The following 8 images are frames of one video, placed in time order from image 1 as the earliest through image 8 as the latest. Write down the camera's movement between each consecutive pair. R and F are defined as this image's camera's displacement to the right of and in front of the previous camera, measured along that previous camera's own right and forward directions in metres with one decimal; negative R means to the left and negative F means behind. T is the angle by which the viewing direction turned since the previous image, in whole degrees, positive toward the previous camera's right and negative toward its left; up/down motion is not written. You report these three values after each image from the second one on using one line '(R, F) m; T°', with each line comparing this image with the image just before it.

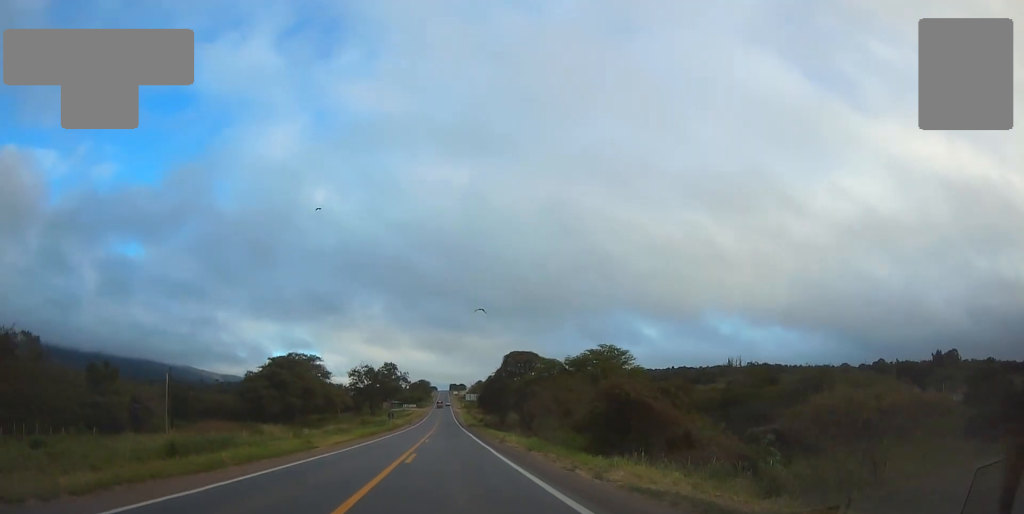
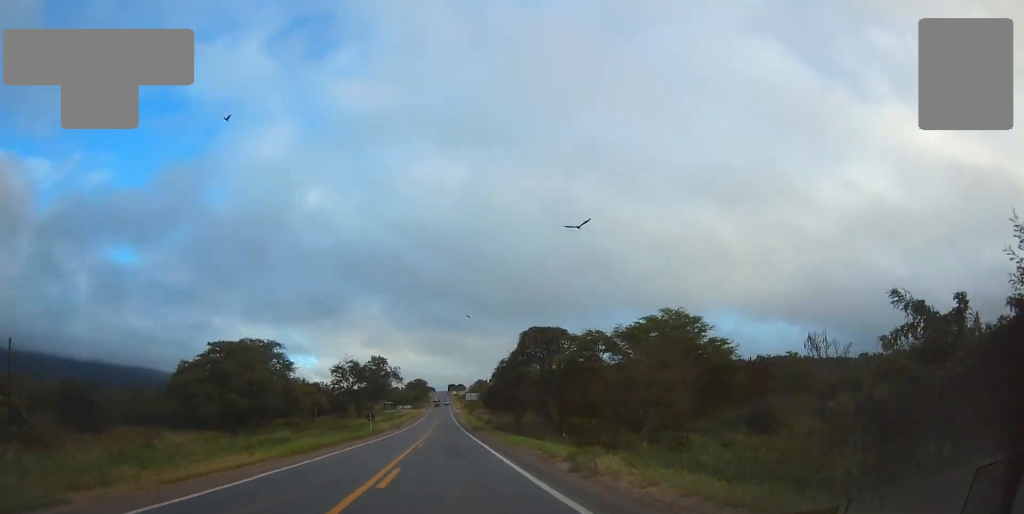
(+0.1, +22.1) m; 0°
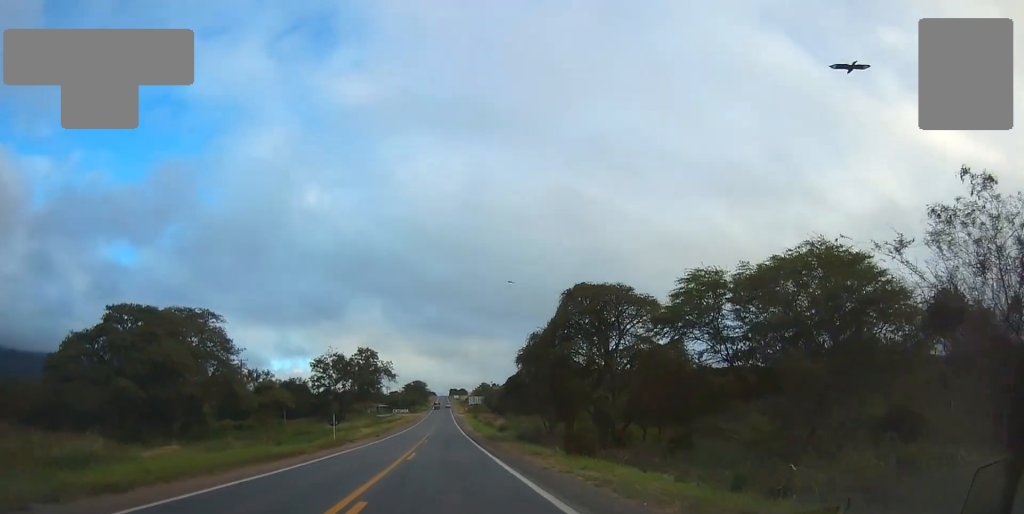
(+0.1, +22.3) m; 0°
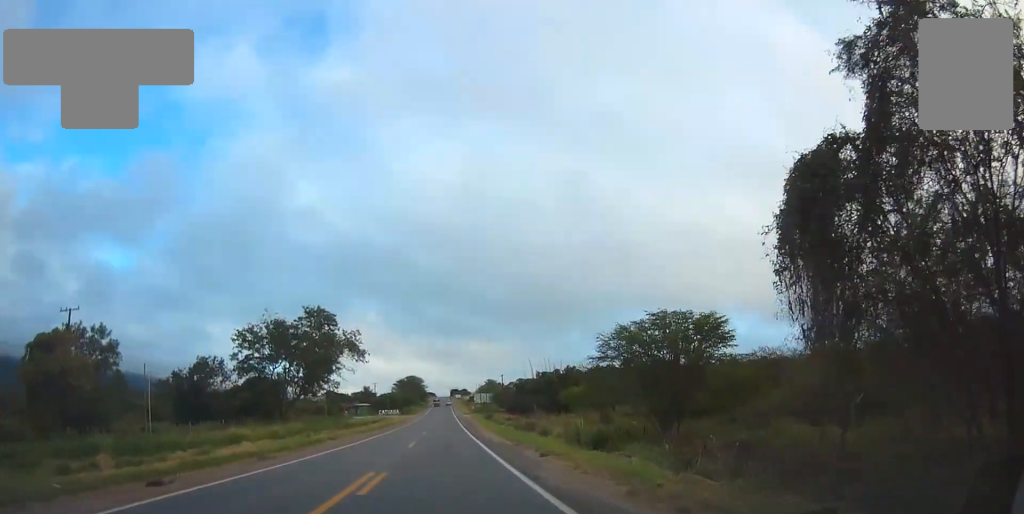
(-0.1, +43.3) m; 0°
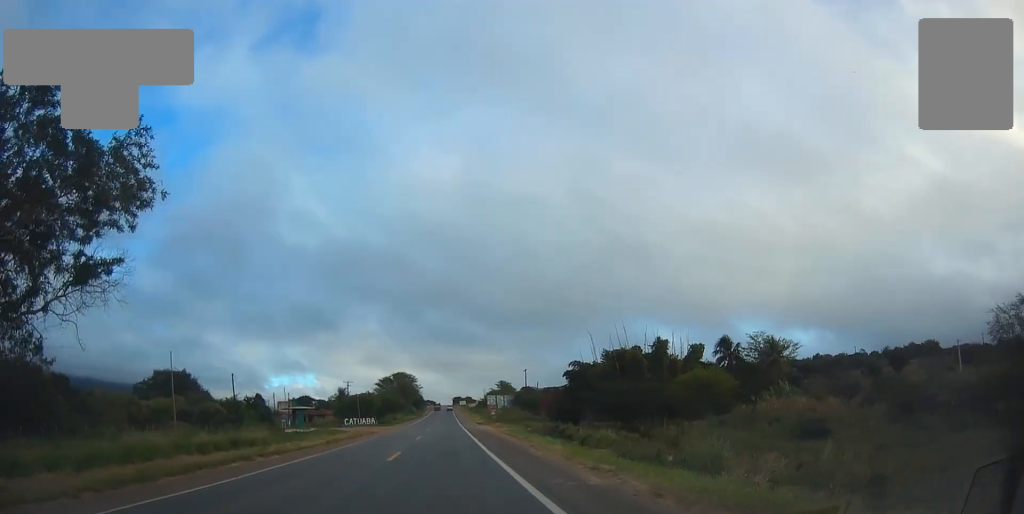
(-0.4, +56.4) m; -1°
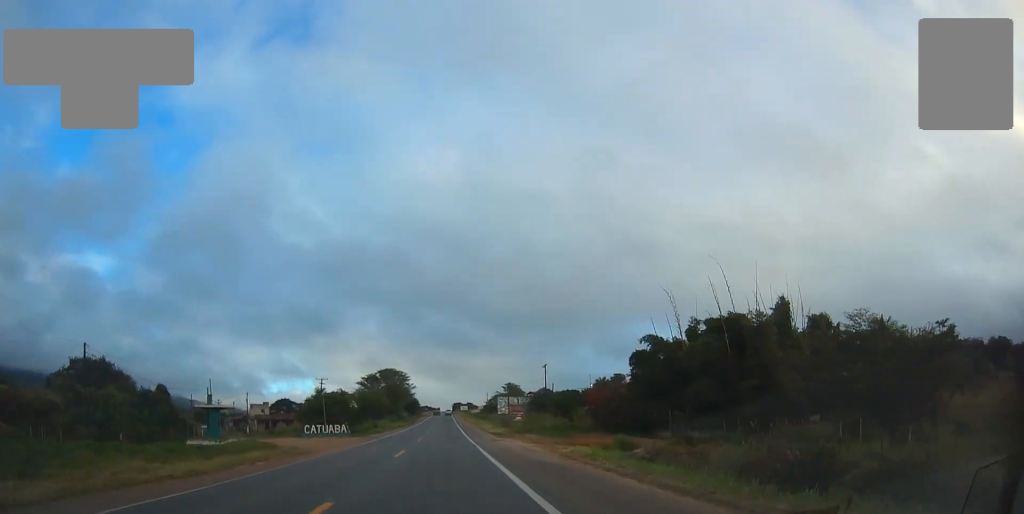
(0.0, +29.5) m; +1°
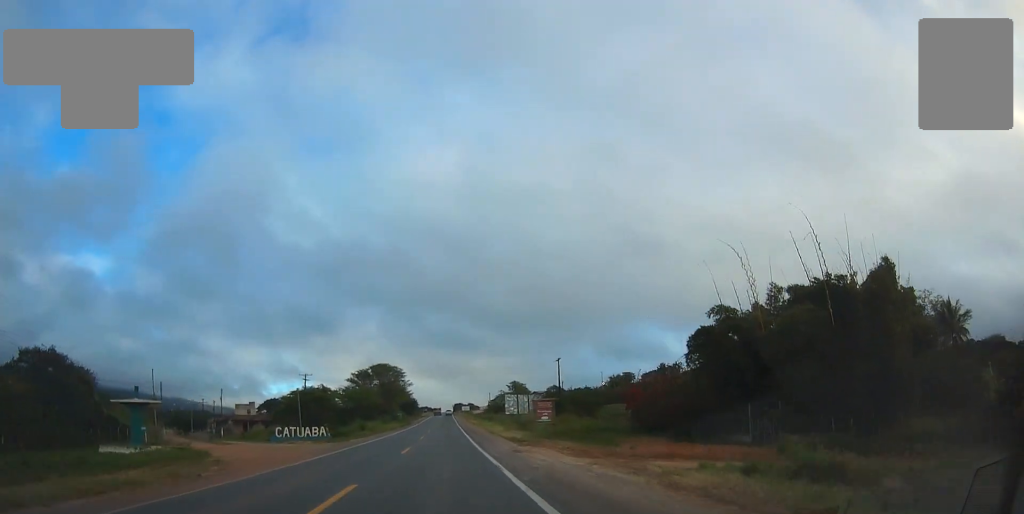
(+0.3, +13.4) m; 0°
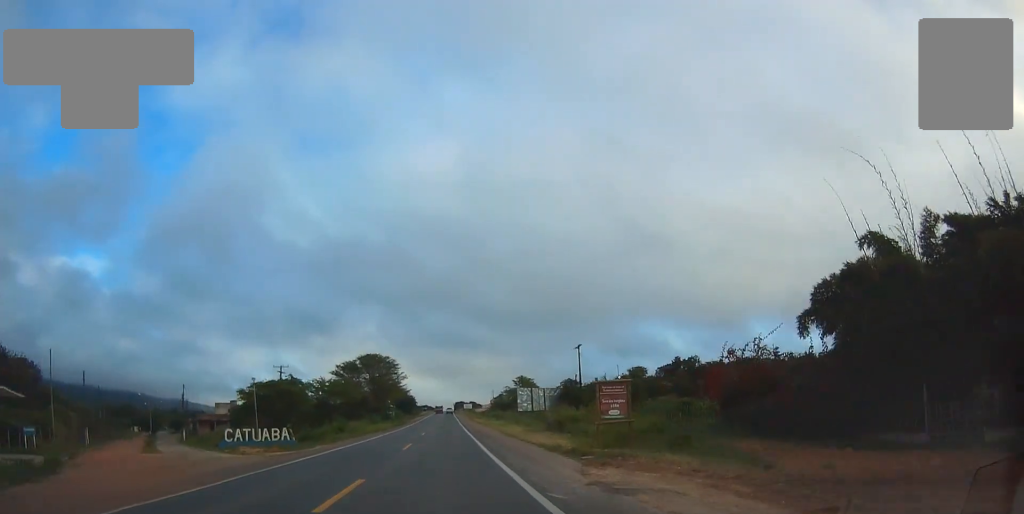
(+0.1, +15.3) m; 0°
